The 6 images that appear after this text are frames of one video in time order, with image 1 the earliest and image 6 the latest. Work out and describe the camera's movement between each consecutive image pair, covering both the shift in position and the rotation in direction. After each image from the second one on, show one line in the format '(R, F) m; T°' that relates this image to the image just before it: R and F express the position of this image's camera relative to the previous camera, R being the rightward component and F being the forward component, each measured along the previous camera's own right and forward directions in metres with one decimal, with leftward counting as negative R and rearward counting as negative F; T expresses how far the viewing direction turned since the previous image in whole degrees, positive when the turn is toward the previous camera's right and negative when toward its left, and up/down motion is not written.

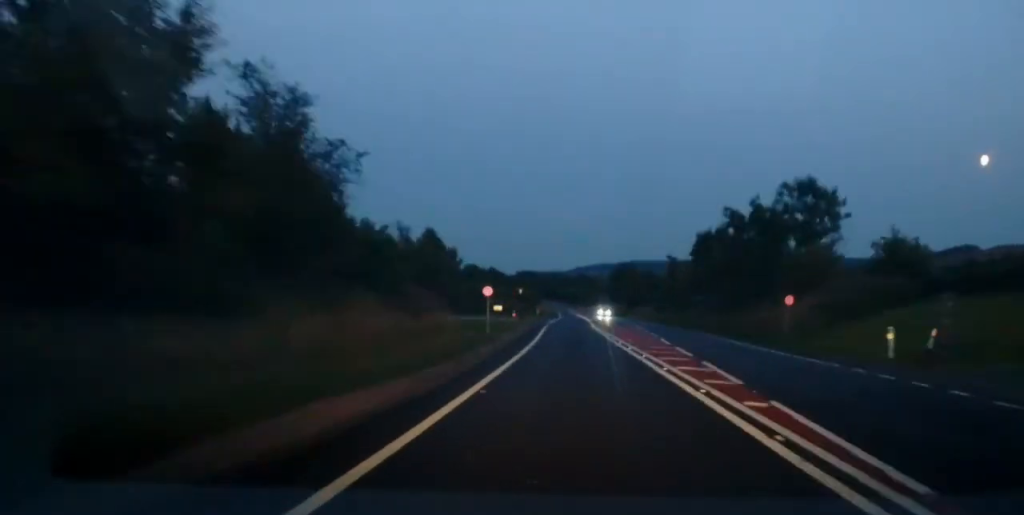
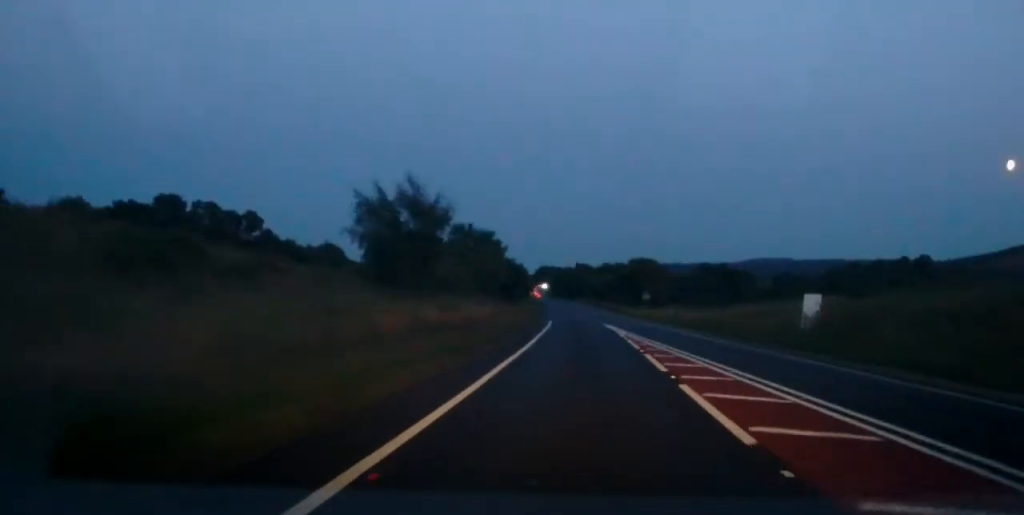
(-10.4, +193.0) m; -4°
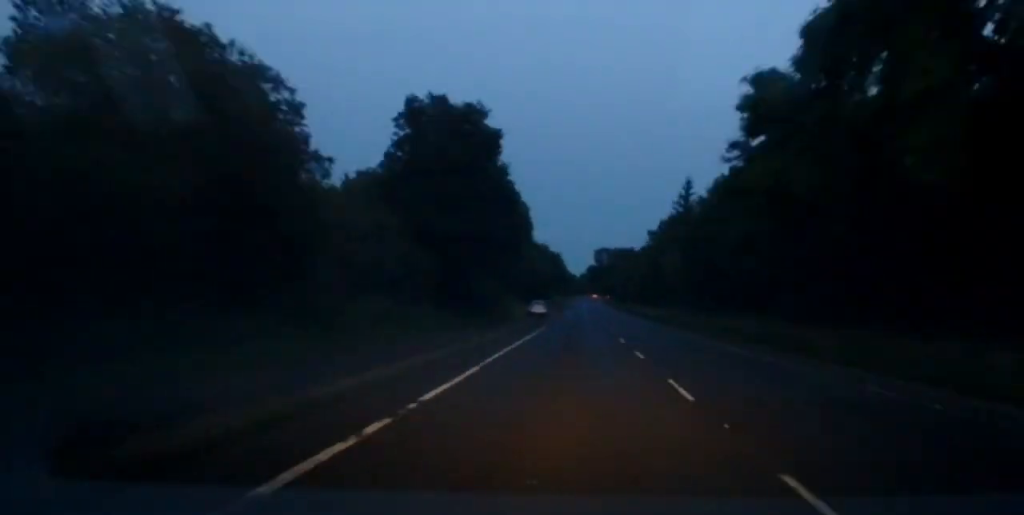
(-11.9, +403.6) m; -1°
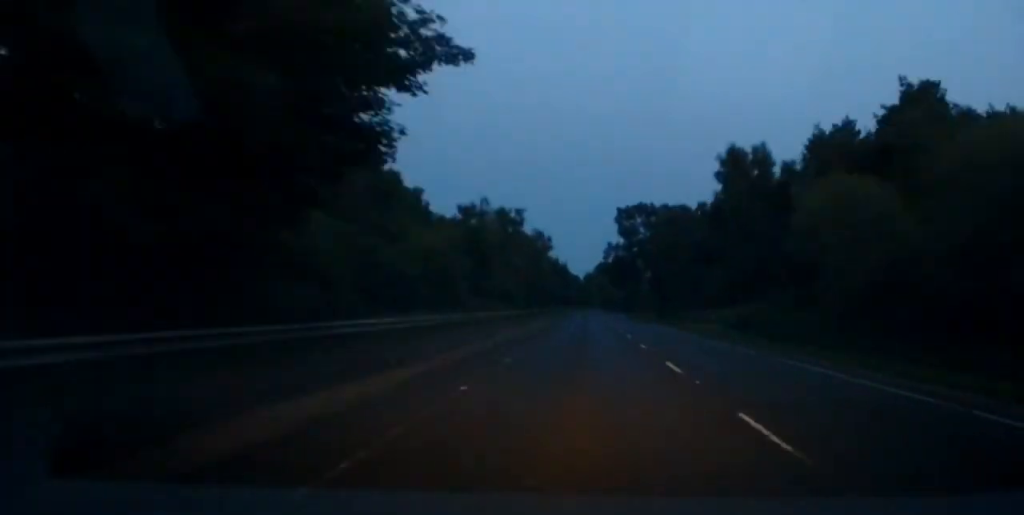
(+0.8, +168.0) m; +3°
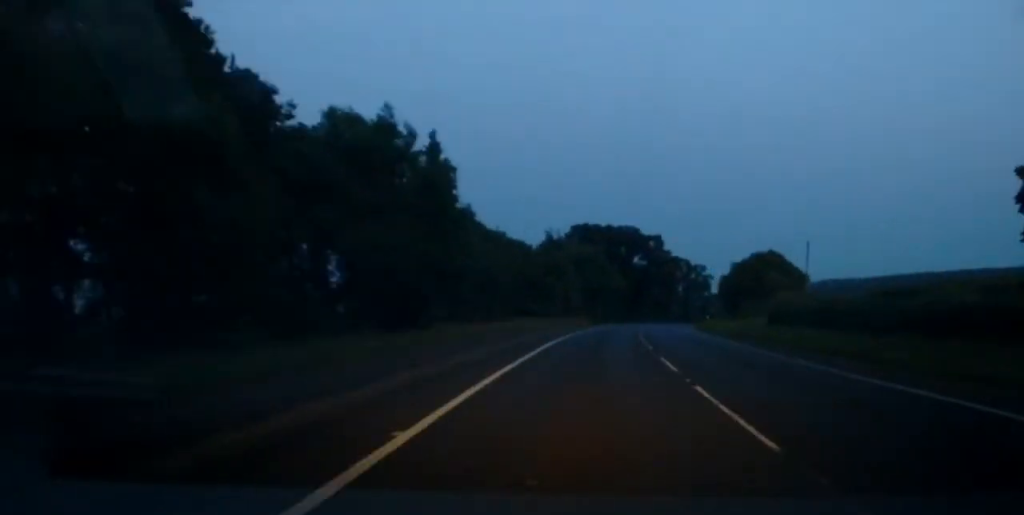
(-0.9, +127.7) m; +6°
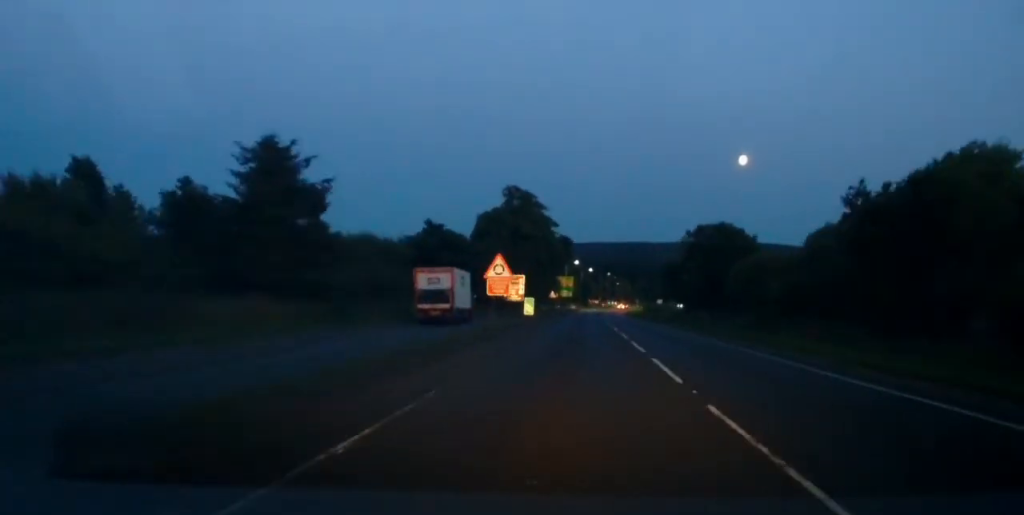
(+55.7, +314.7) m; +16°
